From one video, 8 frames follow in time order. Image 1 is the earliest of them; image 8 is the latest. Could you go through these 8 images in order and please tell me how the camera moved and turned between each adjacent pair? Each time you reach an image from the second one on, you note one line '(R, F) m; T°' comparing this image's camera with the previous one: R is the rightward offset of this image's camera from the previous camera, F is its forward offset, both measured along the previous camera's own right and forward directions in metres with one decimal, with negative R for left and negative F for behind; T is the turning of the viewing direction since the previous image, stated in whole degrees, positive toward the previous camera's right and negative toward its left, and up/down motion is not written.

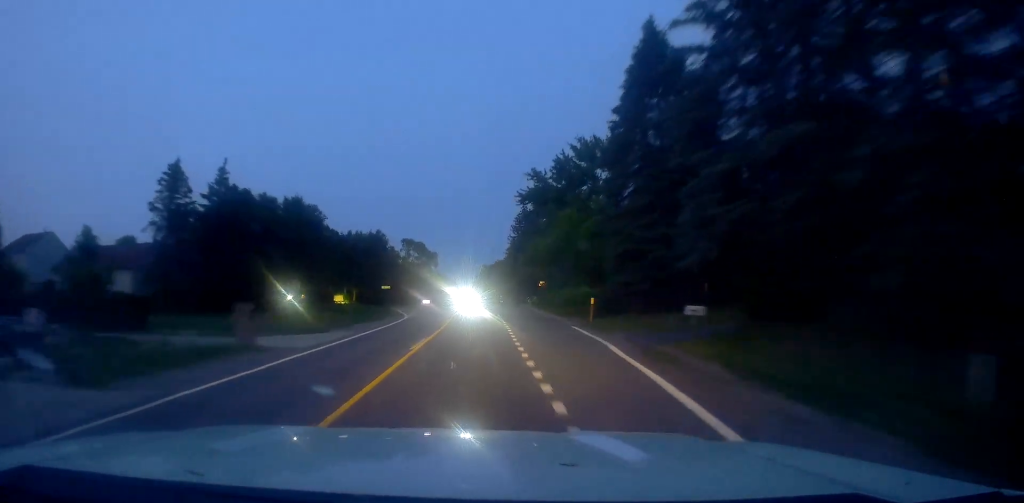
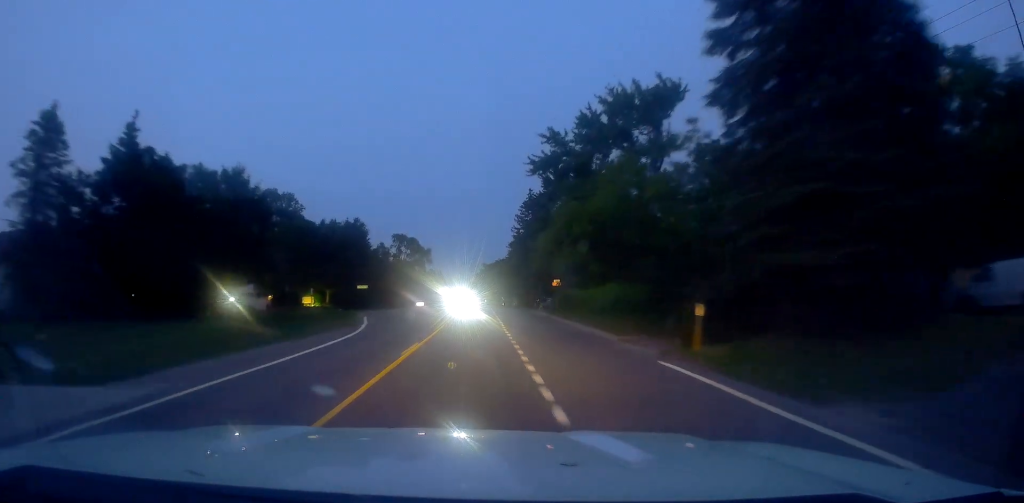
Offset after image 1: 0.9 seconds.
(+0.2, +17.7) m; -1°
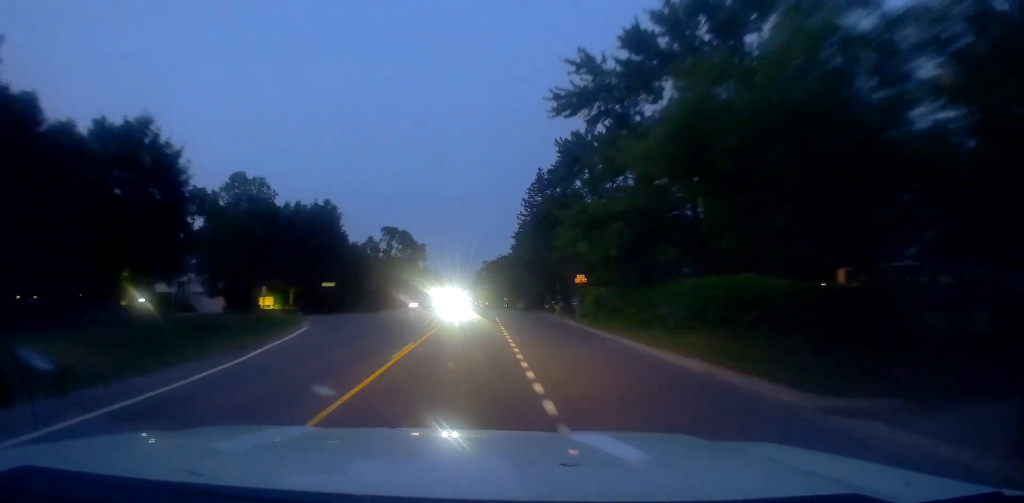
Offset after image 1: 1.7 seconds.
(-0.6, +16.2) m; -1°
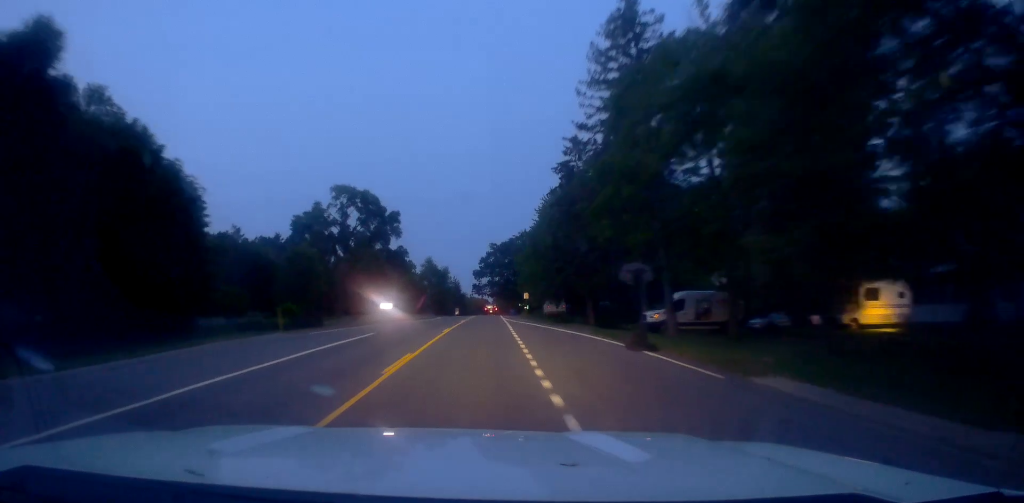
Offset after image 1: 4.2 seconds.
(+1.3, +49.7) m; 0°
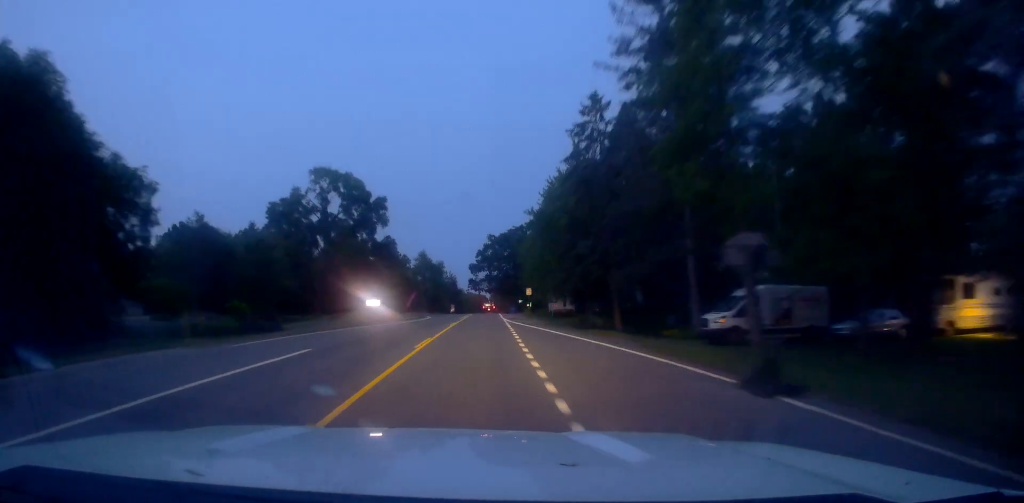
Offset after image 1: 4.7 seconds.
(-0.2, +9.7) m; -1°
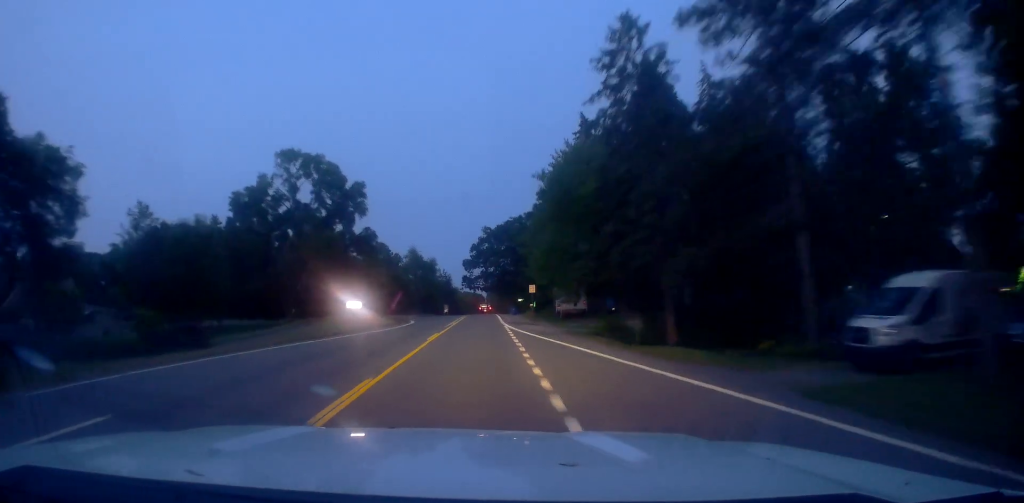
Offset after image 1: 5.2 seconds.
(-0.1, +10.9) m; +1°
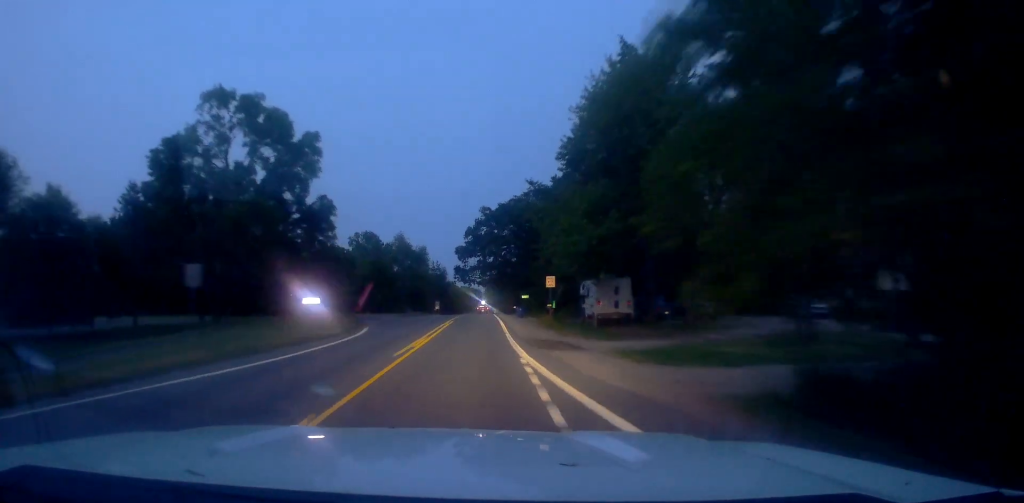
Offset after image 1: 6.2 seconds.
(+0.4, +19.1) m; +2°
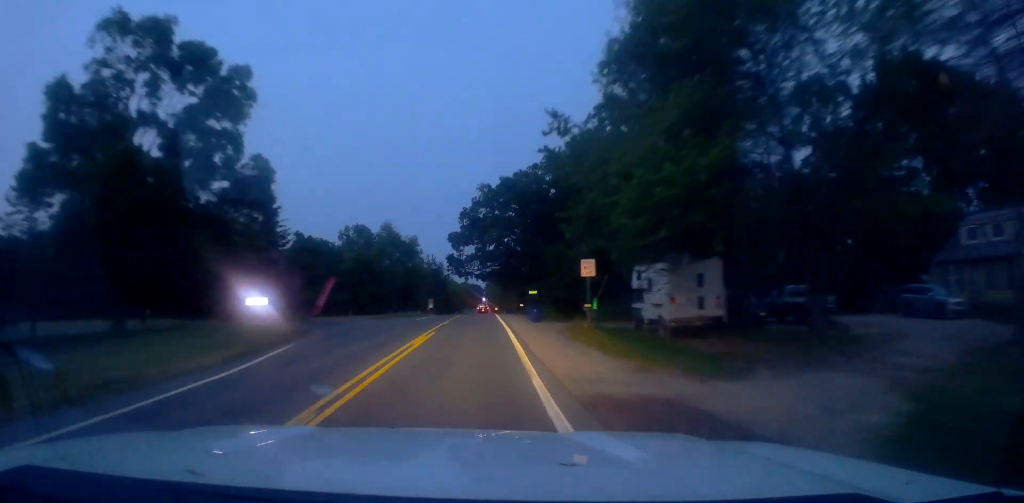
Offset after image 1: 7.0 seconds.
(+0.2, +15.1) m; +1°
